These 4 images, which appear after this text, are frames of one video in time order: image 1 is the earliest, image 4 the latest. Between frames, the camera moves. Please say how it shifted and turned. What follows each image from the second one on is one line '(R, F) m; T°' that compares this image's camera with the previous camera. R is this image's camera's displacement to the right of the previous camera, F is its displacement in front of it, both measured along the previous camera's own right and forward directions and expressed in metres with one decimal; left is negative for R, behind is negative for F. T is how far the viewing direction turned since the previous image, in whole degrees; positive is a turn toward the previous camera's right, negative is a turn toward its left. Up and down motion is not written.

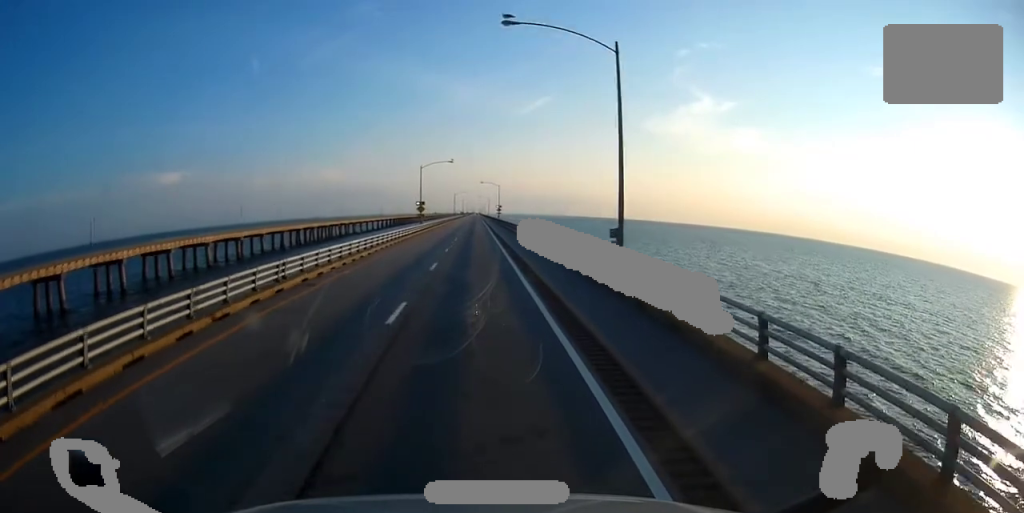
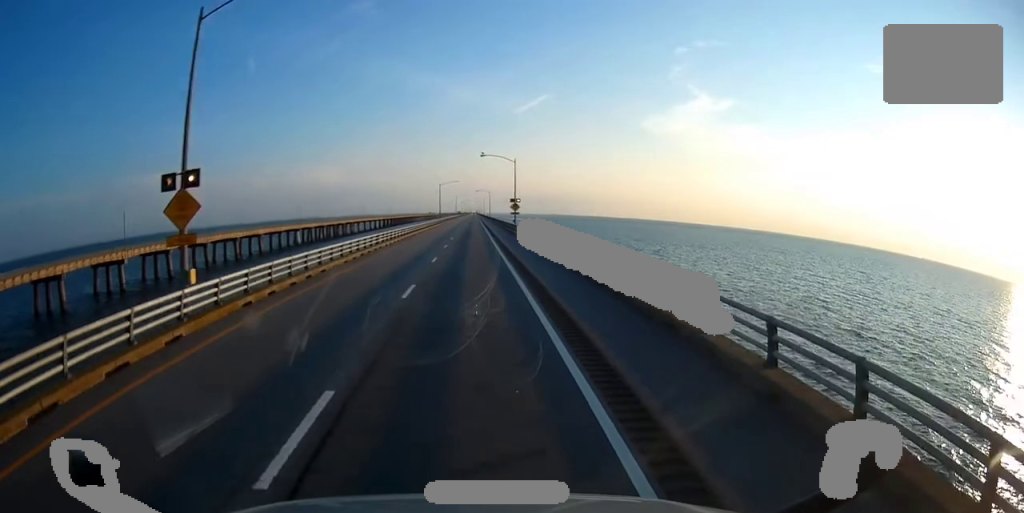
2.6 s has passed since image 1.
(+1.0, +68.4) m; +1°
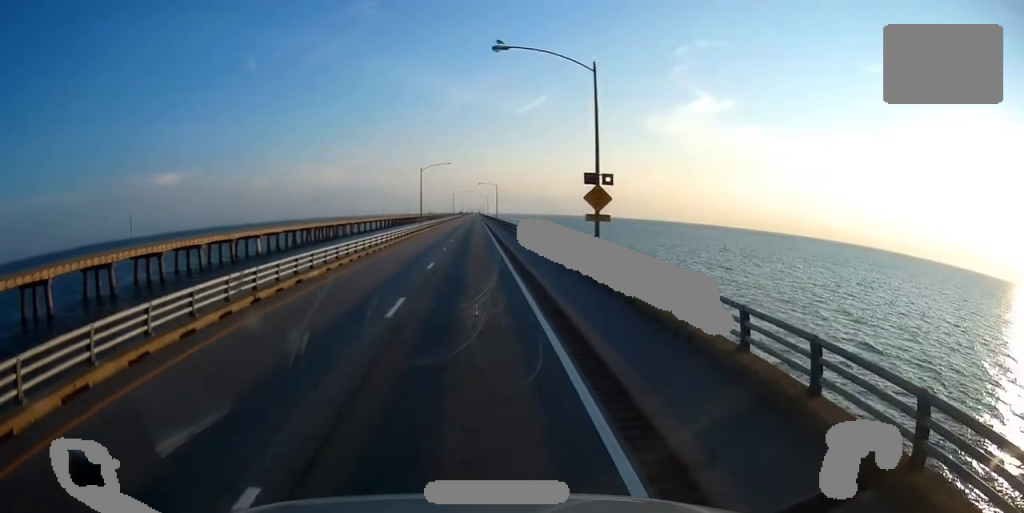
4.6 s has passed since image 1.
(-0.2, +50.9) m; -1°
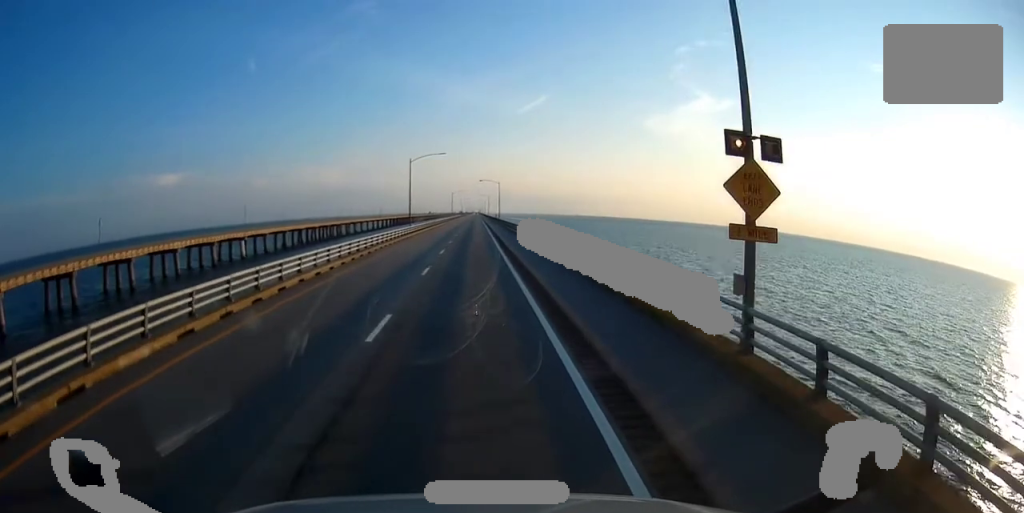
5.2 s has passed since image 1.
(0.0, +14.5) m; 0°
